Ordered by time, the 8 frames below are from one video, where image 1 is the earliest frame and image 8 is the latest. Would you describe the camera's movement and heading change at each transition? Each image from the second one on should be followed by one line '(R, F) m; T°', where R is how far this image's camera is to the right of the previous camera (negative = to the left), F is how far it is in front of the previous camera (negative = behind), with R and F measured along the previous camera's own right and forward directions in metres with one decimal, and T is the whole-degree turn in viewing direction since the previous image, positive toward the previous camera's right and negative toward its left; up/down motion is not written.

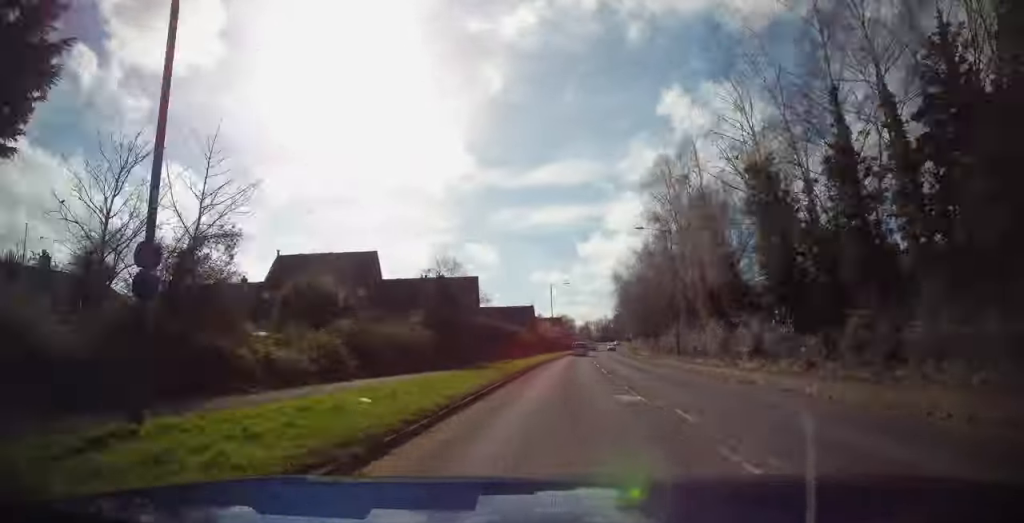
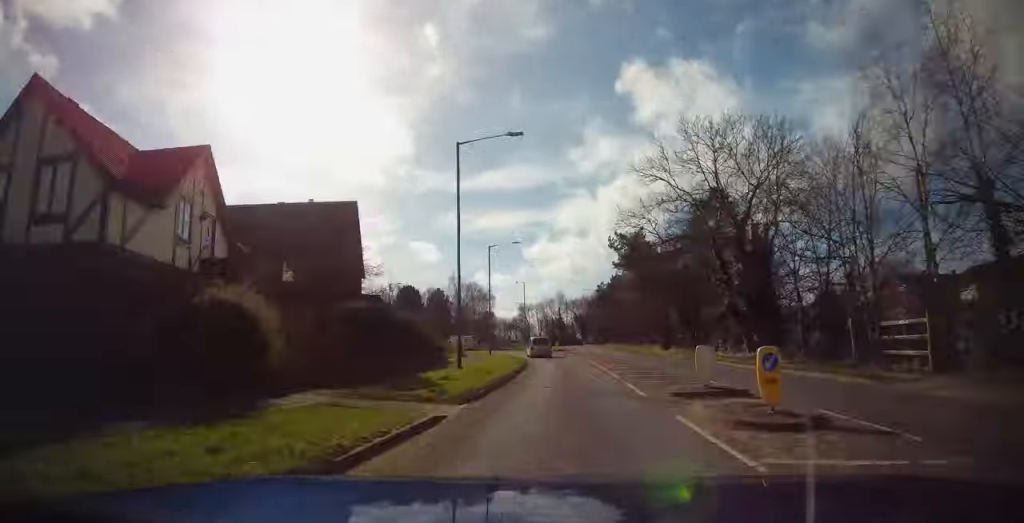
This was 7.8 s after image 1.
(+3.2, +115.2) m; -9°
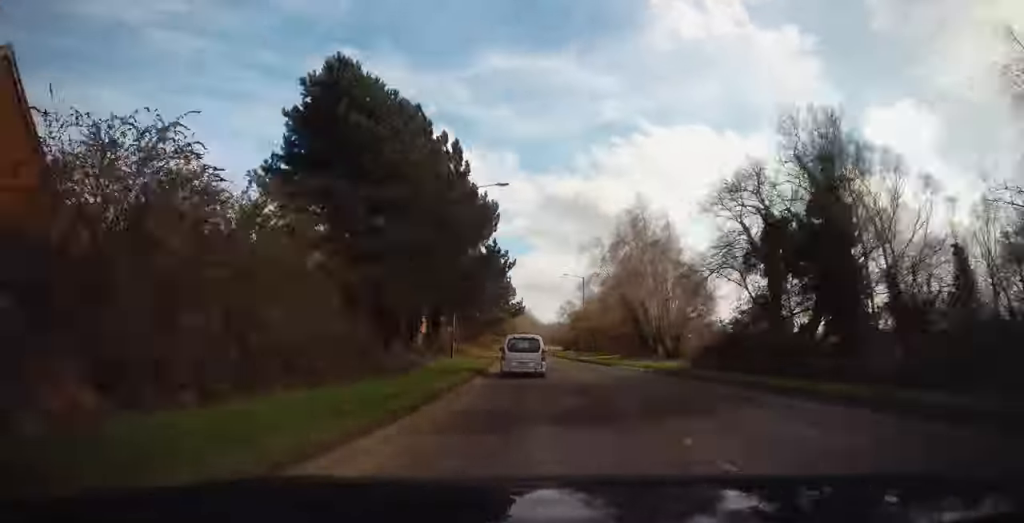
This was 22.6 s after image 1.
(-110.3, +130.8) m; -77°
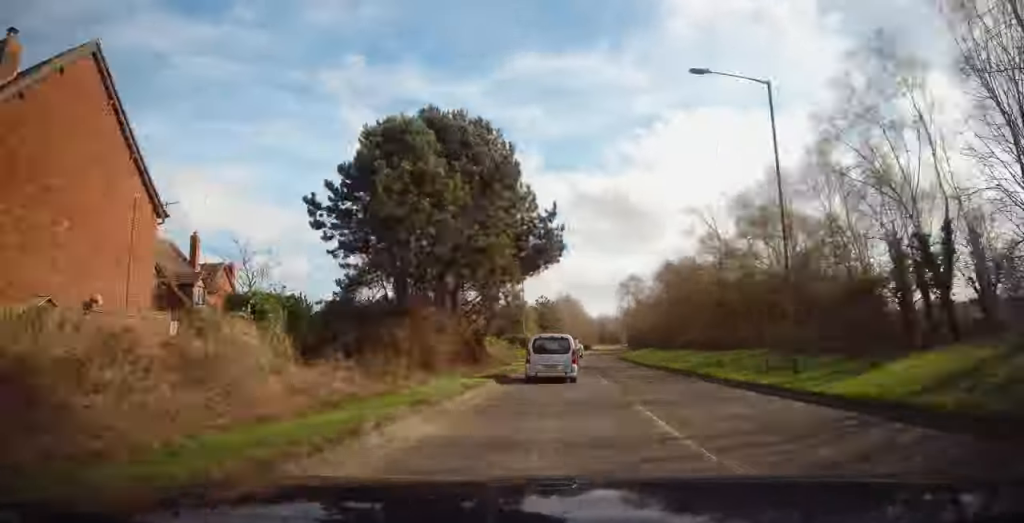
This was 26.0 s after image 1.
(-3.4, +49.4) m; -1°
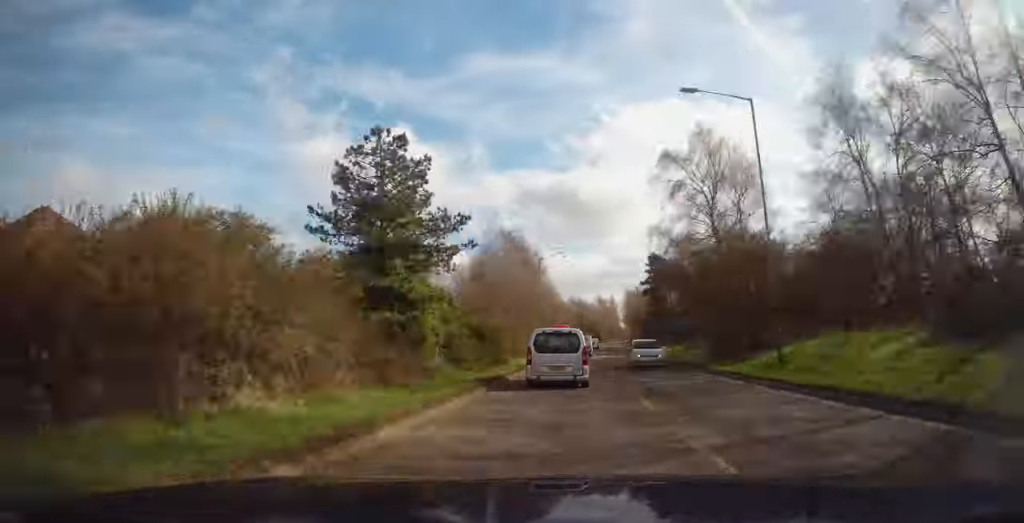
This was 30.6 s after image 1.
(-0.9, +69.5) m; +2°
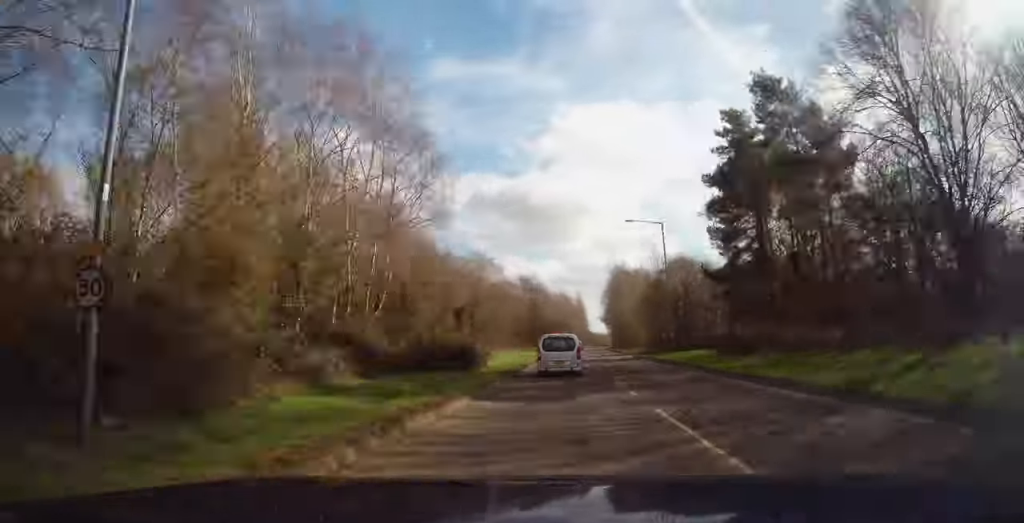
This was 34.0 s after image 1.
(+1.4, +53.9) m; +3°
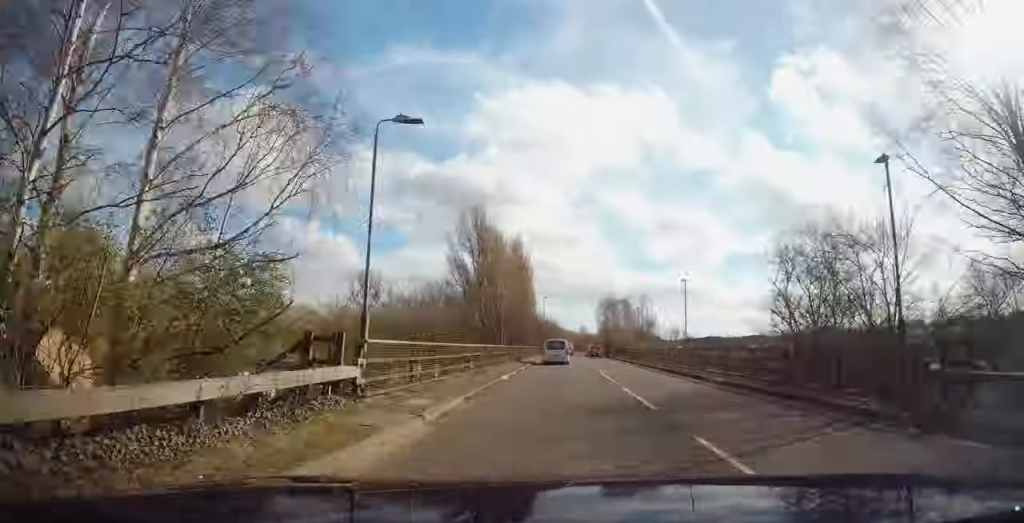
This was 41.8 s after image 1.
(+6.5, +130.5) m; +5°
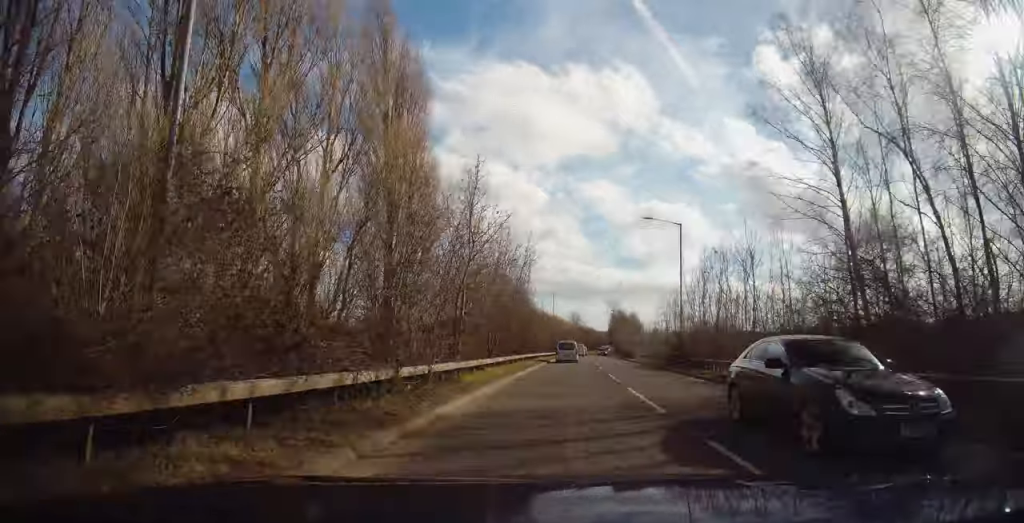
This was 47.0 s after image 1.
(+1.9, +88.0) m; +3°
